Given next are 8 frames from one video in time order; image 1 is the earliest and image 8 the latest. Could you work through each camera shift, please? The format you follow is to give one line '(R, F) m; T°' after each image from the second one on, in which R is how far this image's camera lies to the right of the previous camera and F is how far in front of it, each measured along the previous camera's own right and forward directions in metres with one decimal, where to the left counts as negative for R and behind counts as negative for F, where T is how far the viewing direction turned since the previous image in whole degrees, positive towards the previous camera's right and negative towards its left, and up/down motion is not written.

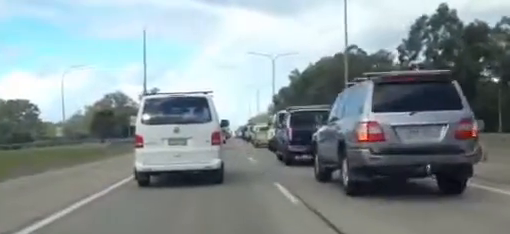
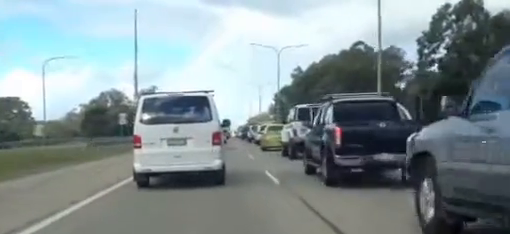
(0.0, +8.1) m; 0°
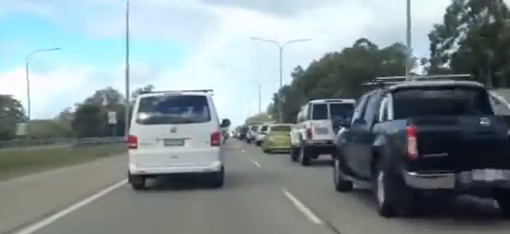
(0.0, +5.0) m; 0°
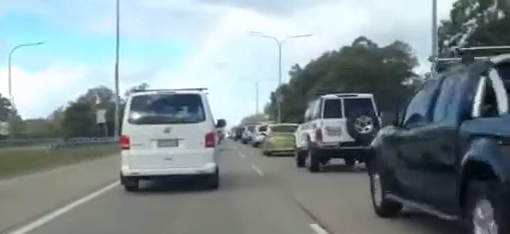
(0.0, +3.8) m; 0°
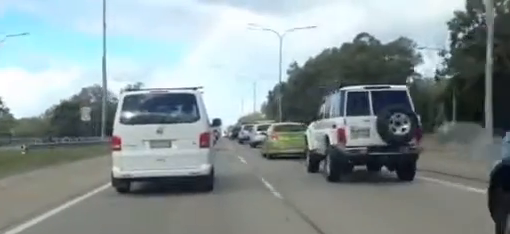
(0.0, +5.0) m; 0°
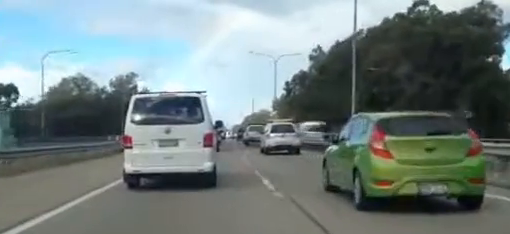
(+0.1, +34.3) m; +1°
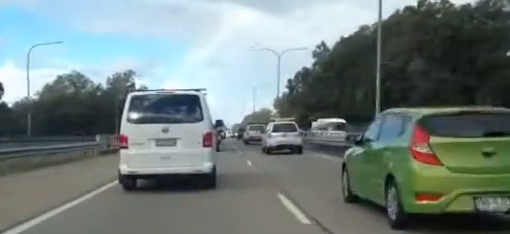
(+0.1, +4.6) m; 0°
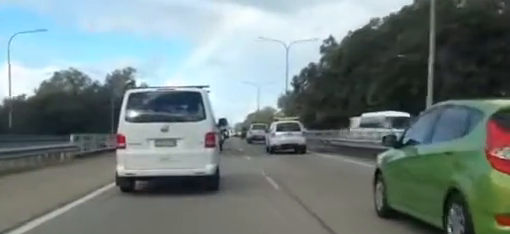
(-0.1, +6.2) m; -1°
